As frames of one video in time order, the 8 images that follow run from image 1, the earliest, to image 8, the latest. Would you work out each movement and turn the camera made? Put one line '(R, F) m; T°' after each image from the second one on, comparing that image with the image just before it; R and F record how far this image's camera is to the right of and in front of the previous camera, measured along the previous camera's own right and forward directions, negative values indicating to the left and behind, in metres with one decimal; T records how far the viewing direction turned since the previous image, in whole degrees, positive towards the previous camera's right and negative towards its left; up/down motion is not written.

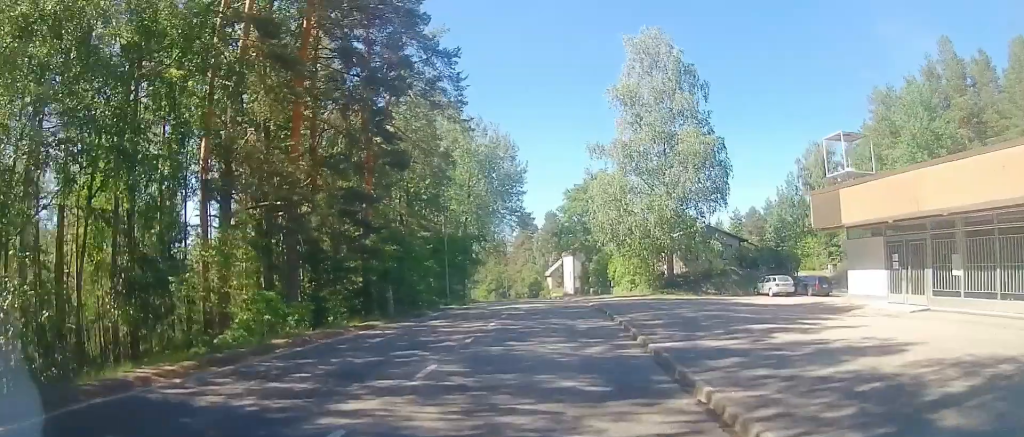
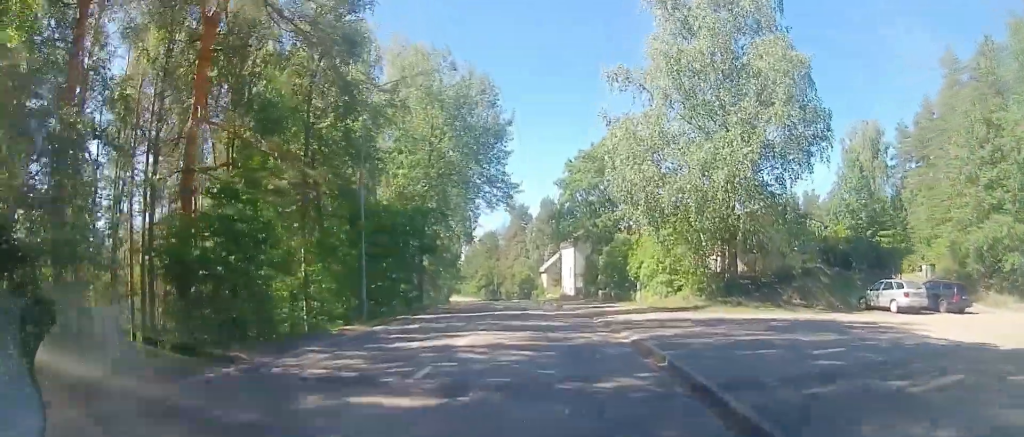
(-0.2, +14.3) m; -1°
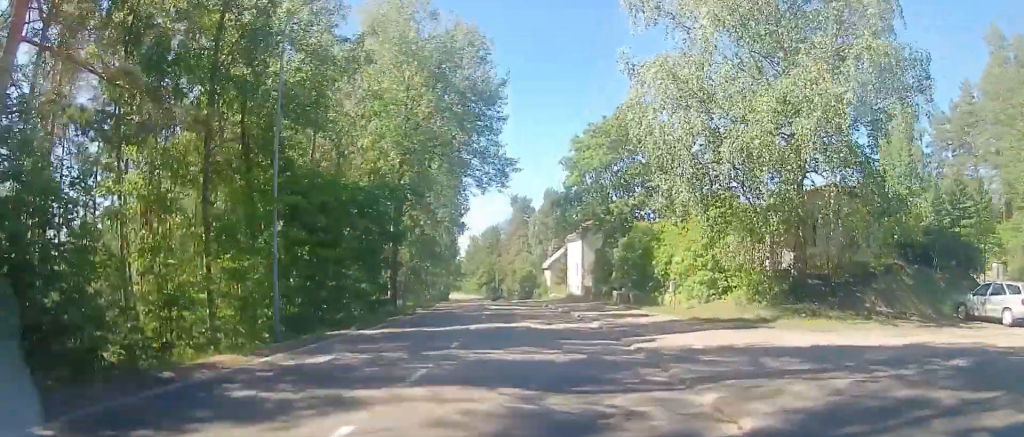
(-0.1, +7.0) m; 0°
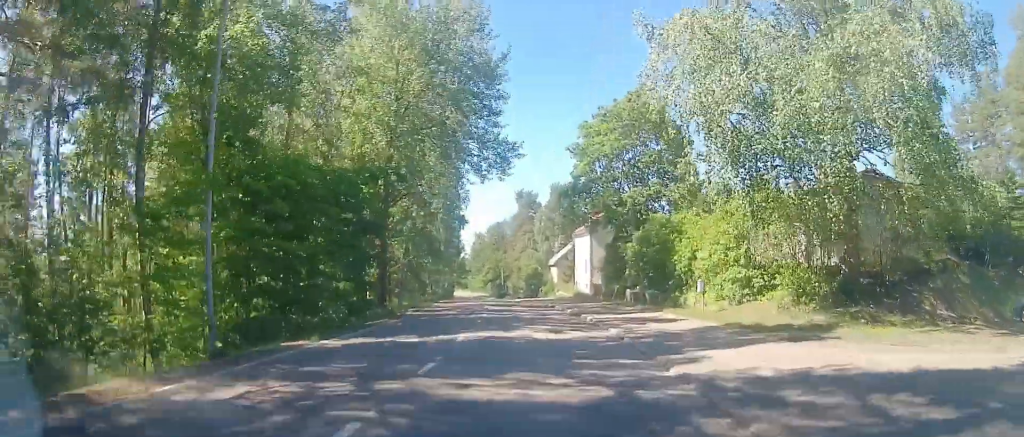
(0.0, +3.2) m; +1°
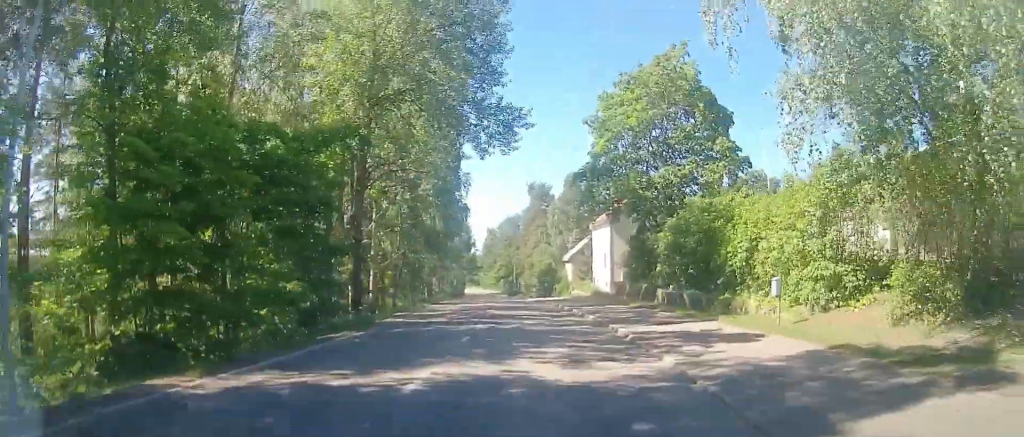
(0.0, +5.4) m; +1°
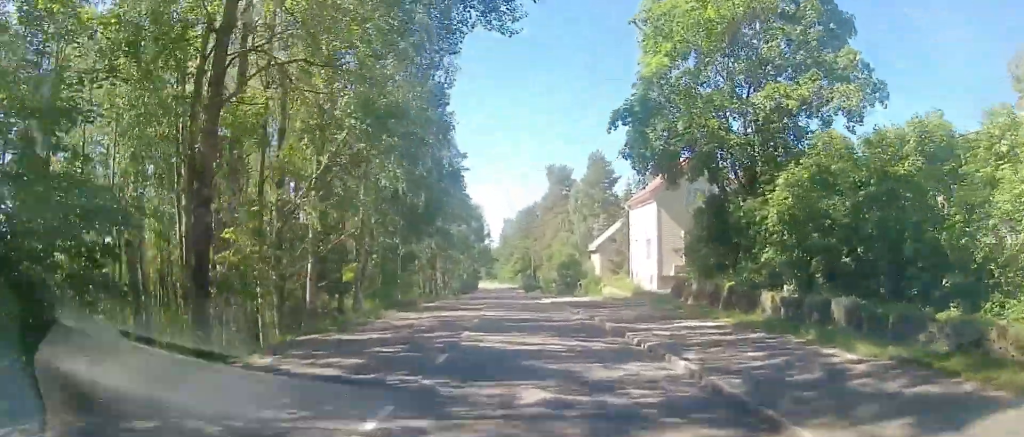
(-0.1, +11.6) m; -2°
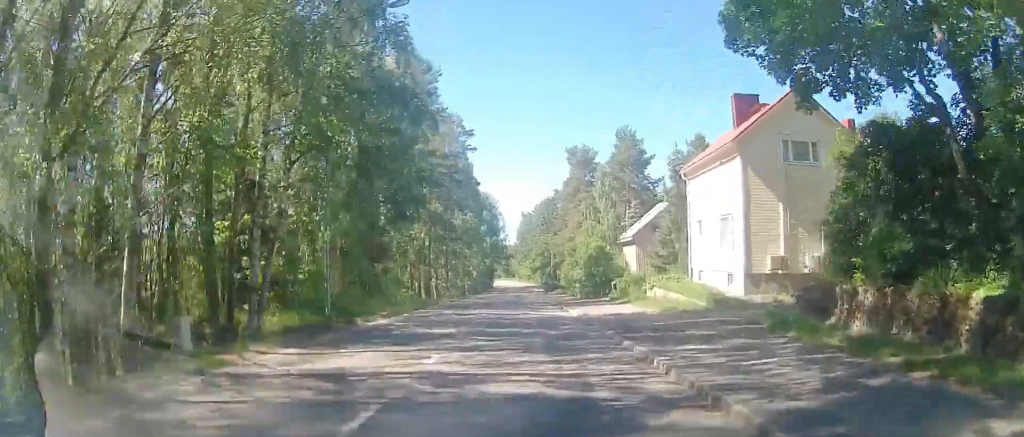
(-0.2, +12.1) m; -3°
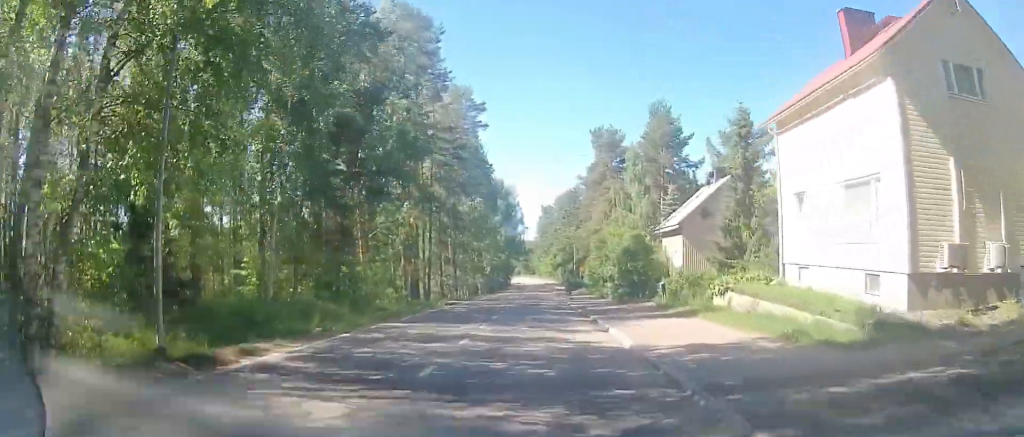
(-0.5, +9.3) m; -3°
